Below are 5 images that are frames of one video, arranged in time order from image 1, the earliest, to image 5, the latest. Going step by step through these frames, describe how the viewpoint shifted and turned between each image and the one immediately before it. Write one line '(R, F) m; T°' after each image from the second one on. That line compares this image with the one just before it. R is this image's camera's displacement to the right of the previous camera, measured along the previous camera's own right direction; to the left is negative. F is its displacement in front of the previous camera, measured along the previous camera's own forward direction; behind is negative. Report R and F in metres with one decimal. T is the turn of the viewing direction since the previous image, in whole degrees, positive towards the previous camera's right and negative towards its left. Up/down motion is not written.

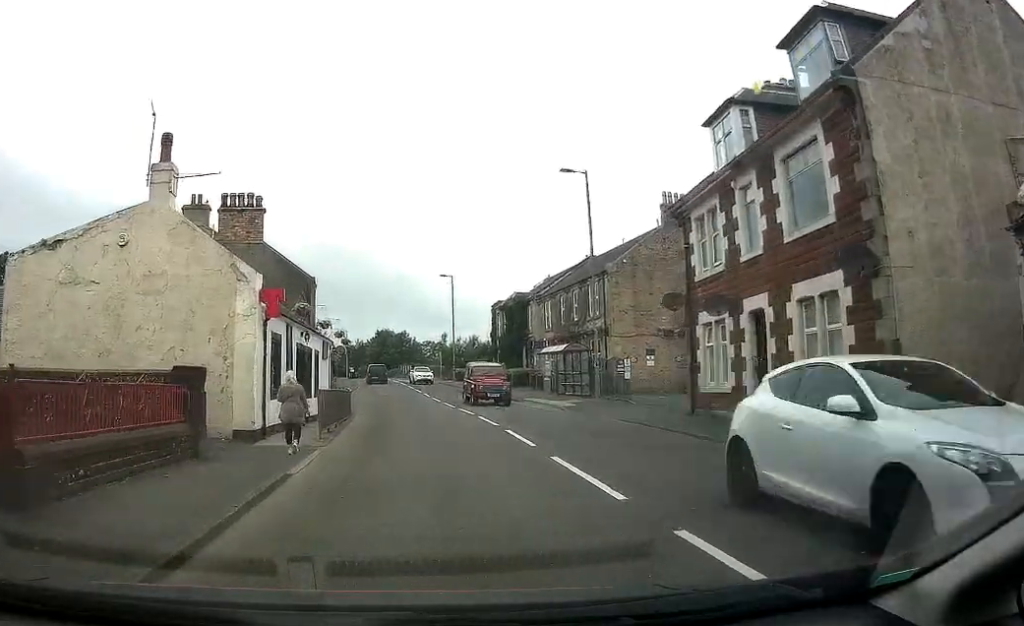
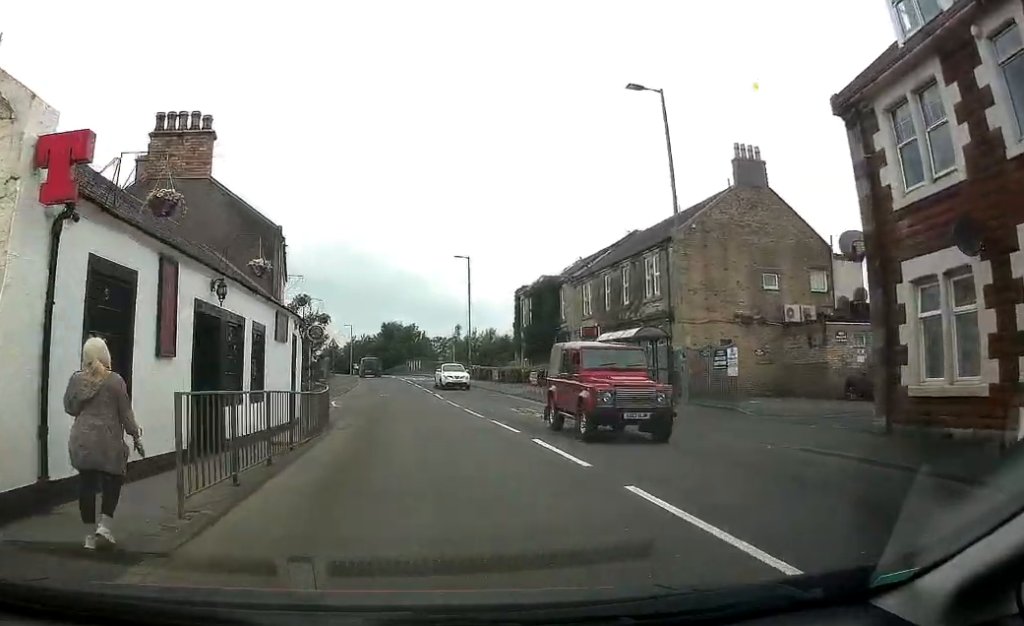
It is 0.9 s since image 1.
(-0.3, +9.7) m; -1°
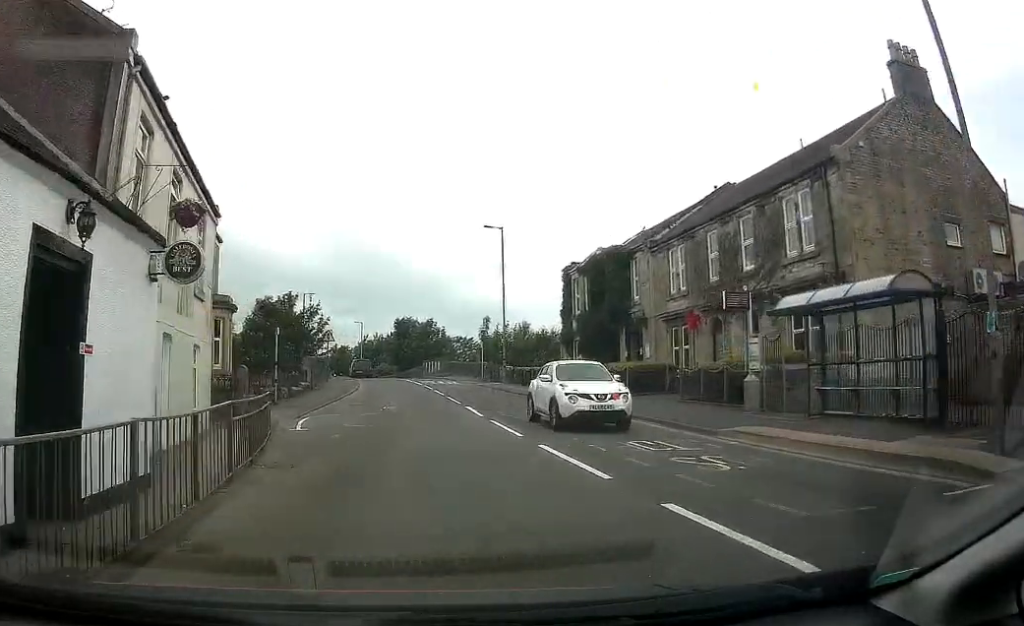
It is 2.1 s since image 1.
(-0.2, +13.5) m; -3°
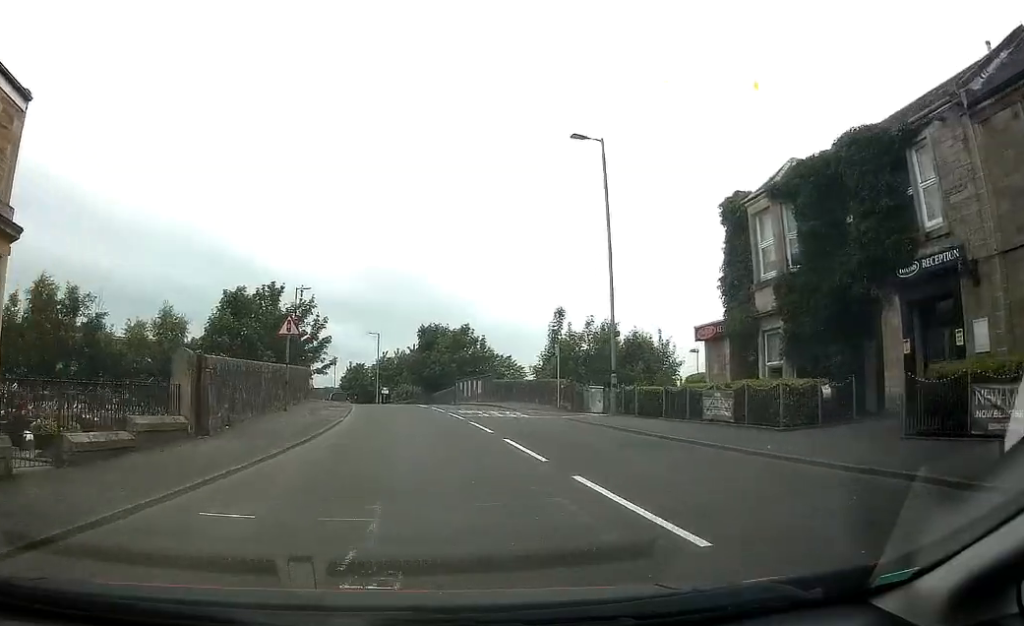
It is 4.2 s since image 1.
(-0.6, +21.0) m; -3°
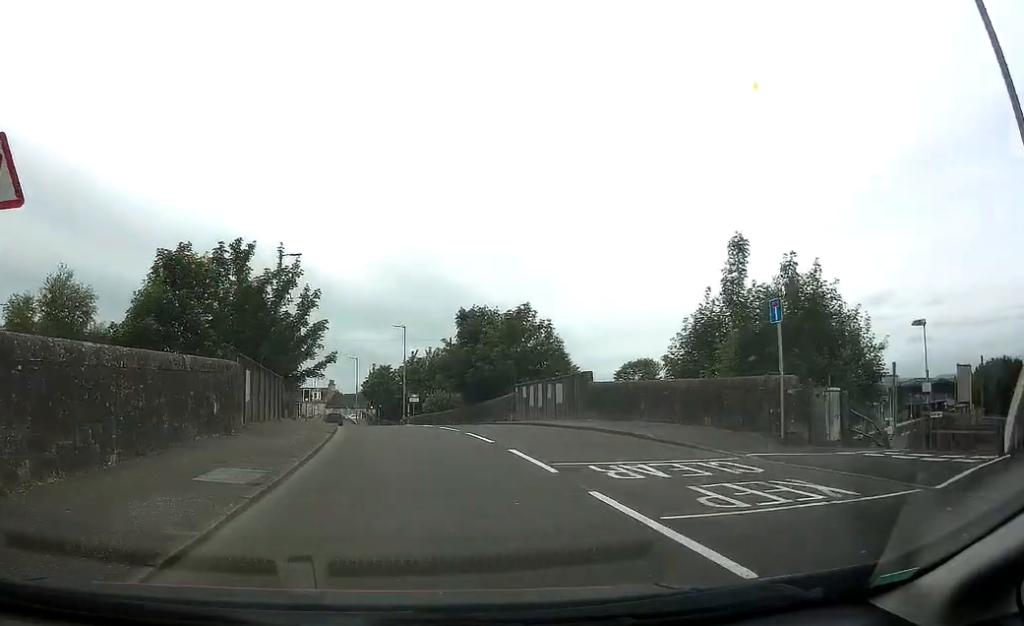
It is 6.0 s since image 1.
(-0.8, +18.7) m; -3°
